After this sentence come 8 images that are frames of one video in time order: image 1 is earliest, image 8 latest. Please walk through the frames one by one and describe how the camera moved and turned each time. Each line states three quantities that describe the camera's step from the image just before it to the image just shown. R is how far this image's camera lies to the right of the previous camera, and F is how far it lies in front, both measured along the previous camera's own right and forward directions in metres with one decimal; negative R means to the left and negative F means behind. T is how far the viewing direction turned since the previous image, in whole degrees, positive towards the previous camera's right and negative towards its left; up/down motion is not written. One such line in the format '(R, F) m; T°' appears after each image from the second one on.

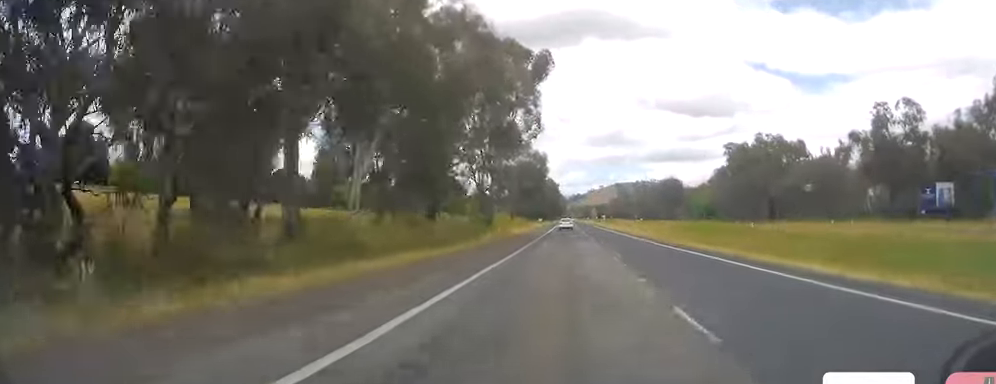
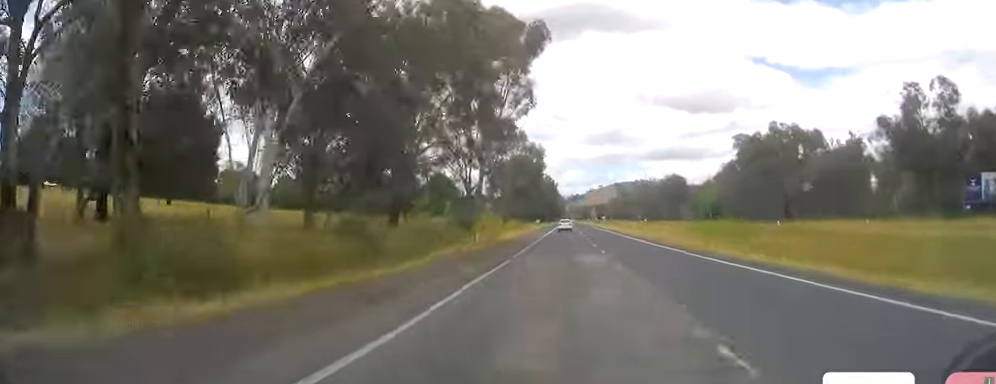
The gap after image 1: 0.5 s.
(+0.4, +13.3) m; 0°
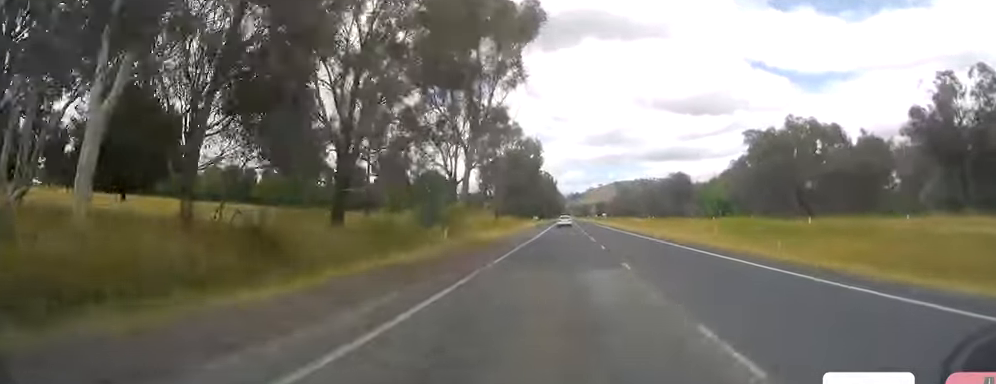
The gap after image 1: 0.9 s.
(-0.1, +12.4) m; 0°
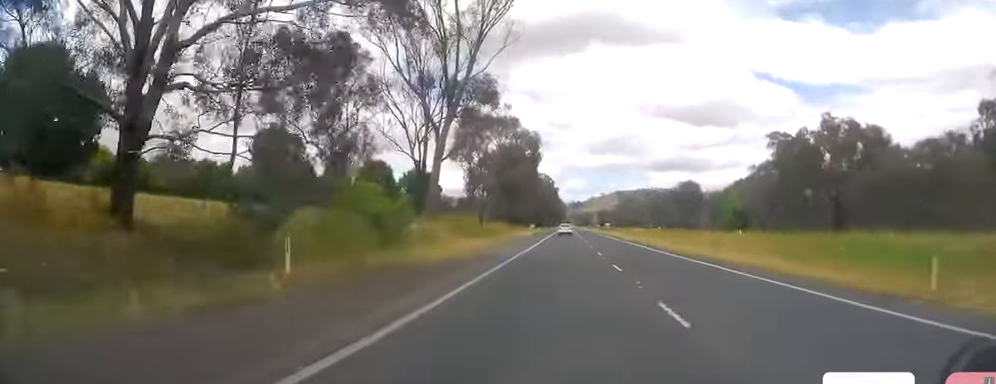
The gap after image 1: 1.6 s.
(-0.2, +20.1) m; -1°
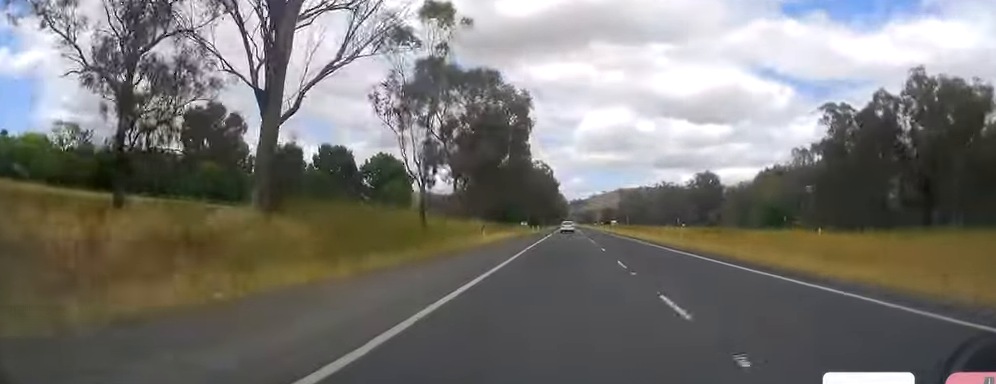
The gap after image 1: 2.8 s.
(-0.1, +35.3) m; 0°
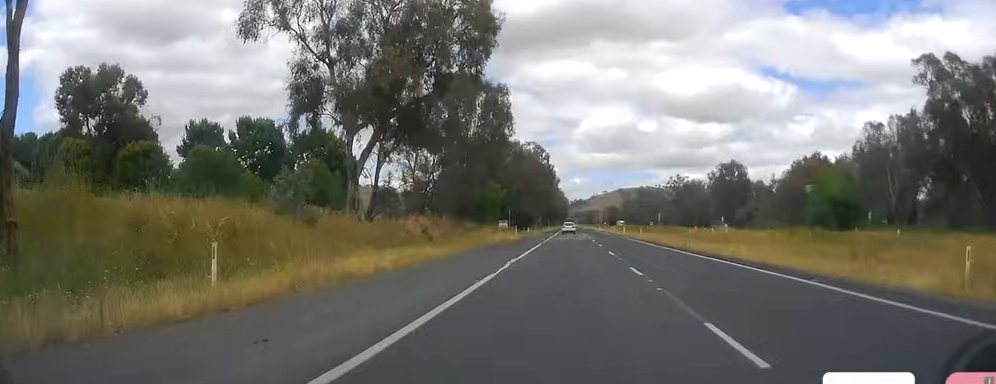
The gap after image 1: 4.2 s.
(0.0, +39.2) m; 0°
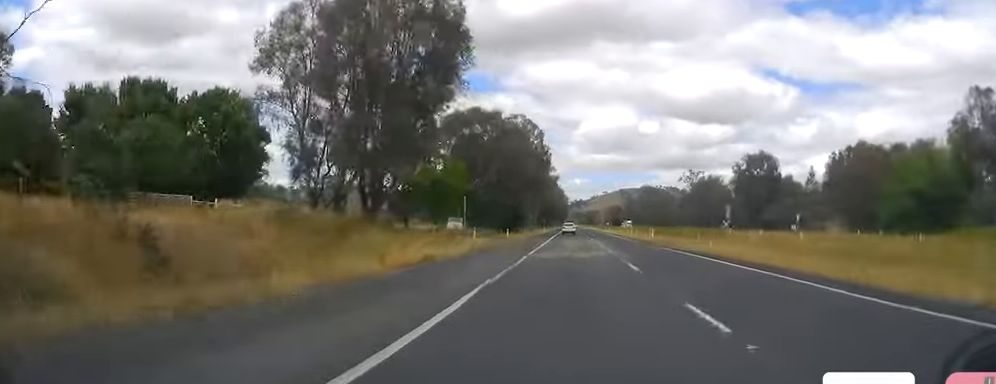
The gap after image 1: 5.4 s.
(+0.1, +33.4) m; 0°
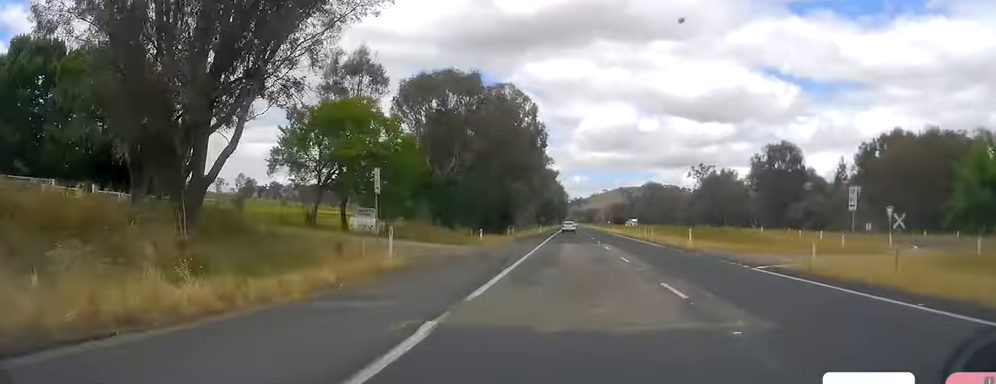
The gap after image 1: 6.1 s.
(0.0, +20.0) m; 0°
